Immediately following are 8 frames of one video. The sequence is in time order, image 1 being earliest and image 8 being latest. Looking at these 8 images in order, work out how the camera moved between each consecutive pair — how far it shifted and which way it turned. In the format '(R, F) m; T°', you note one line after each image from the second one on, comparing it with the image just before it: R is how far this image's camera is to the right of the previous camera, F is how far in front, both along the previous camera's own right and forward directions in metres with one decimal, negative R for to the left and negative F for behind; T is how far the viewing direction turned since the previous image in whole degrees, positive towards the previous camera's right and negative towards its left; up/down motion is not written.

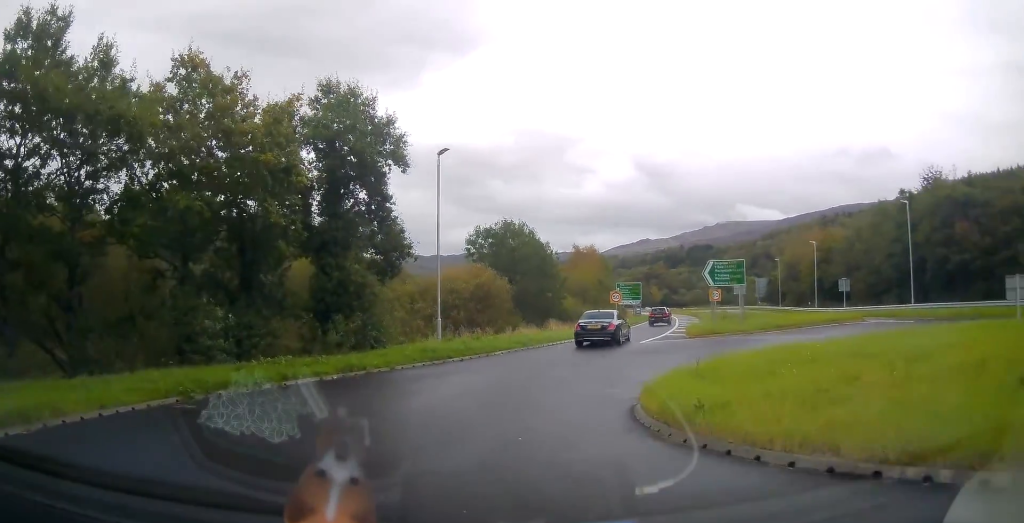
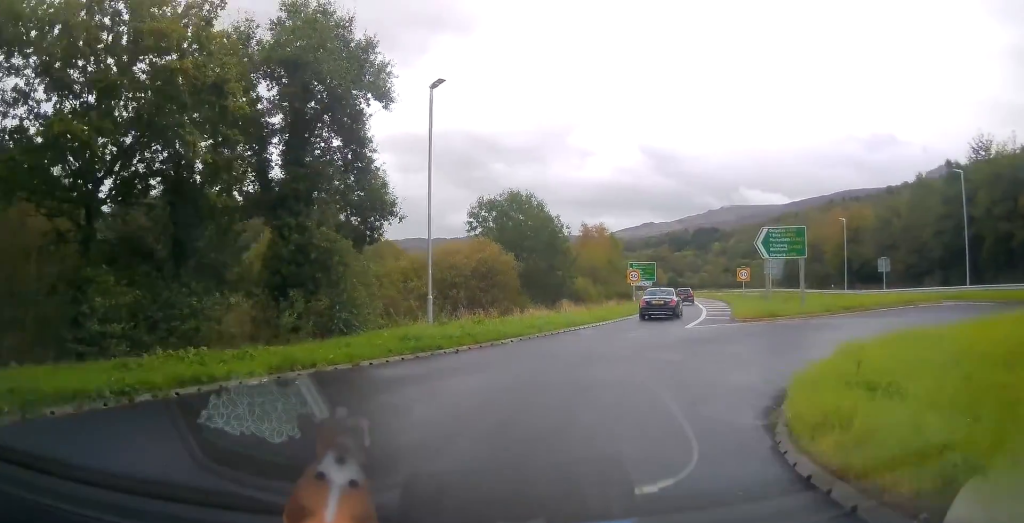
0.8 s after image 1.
(0.0, +5.7) m; +2°
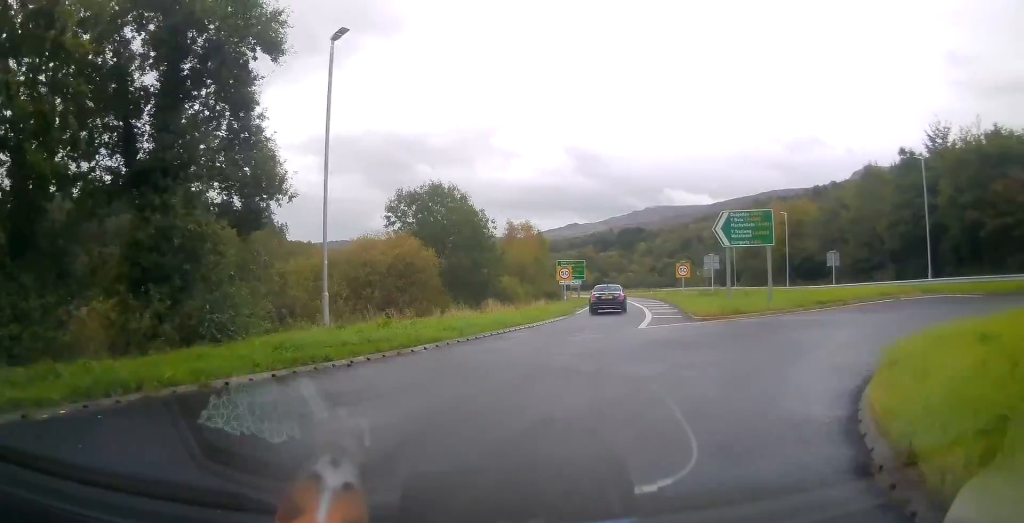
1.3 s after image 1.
(-0.1, +3.9) m; +5°
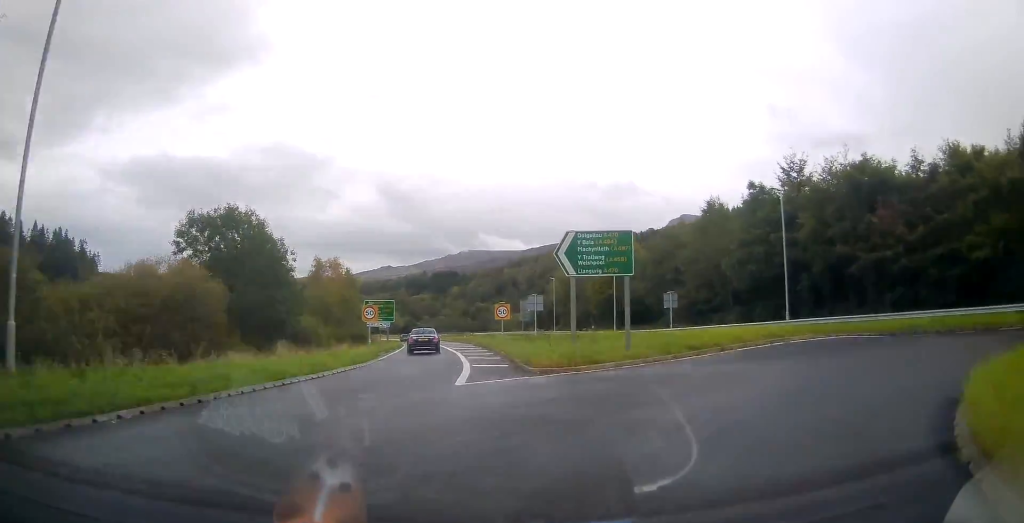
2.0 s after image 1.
(+0.4, +5.2) m; +15°
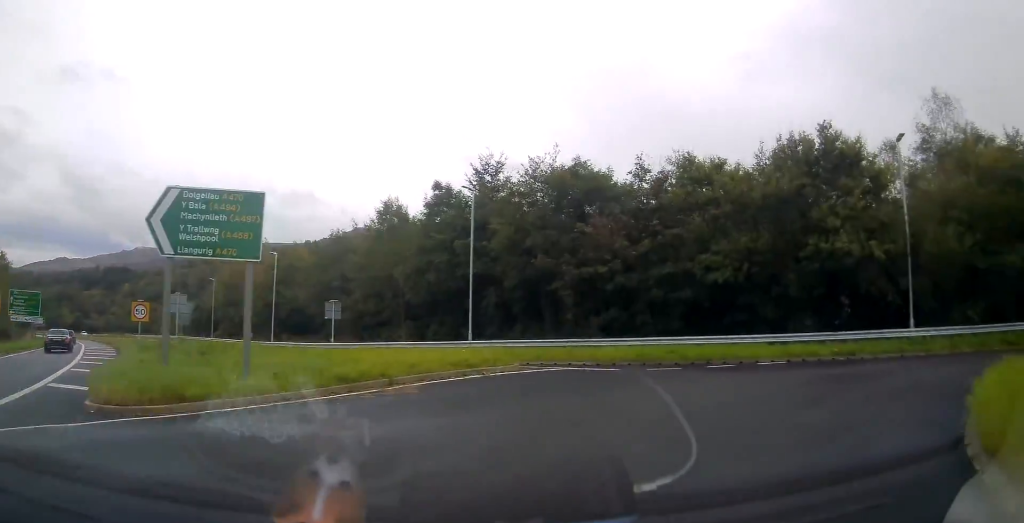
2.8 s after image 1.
(+0.9, +5.7) m; +28°
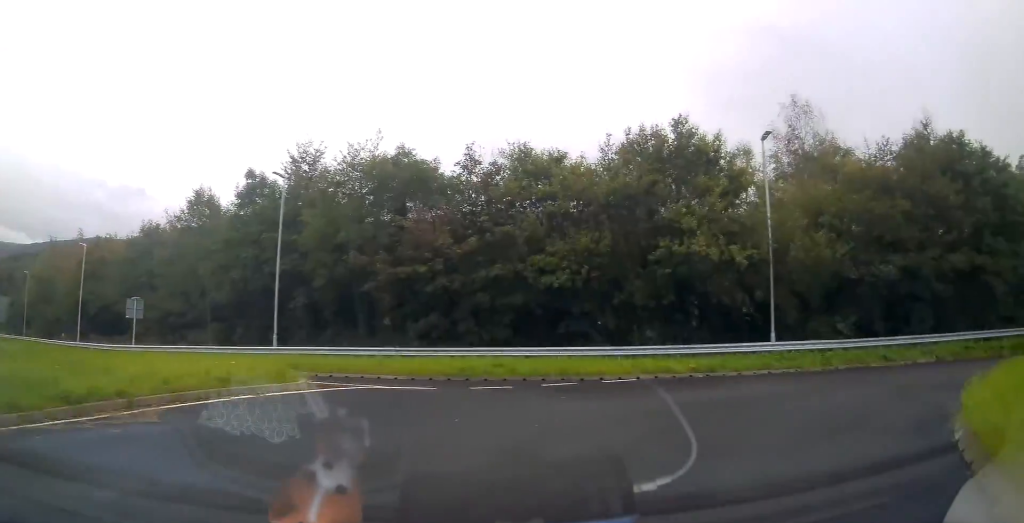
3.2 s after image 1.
(+0.6, +2.9) m; +19°
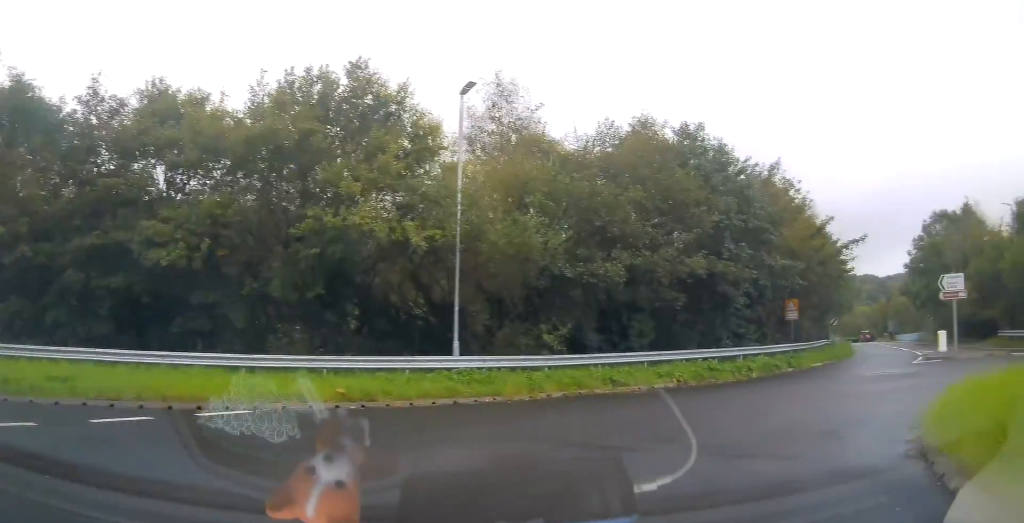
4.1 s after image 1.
(+1.9, +5.2) m; +31°
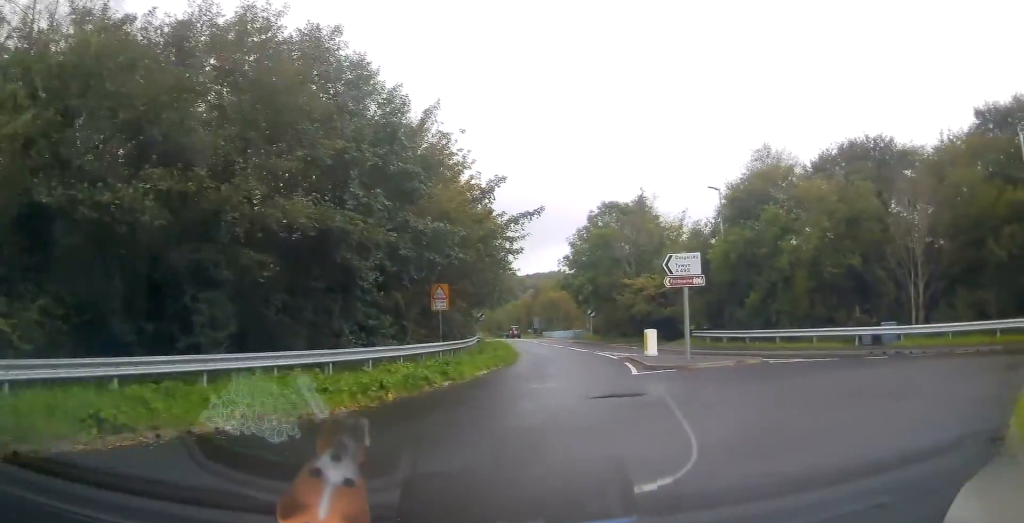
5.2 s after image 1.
(+2.6, +8.3) m; +26°
